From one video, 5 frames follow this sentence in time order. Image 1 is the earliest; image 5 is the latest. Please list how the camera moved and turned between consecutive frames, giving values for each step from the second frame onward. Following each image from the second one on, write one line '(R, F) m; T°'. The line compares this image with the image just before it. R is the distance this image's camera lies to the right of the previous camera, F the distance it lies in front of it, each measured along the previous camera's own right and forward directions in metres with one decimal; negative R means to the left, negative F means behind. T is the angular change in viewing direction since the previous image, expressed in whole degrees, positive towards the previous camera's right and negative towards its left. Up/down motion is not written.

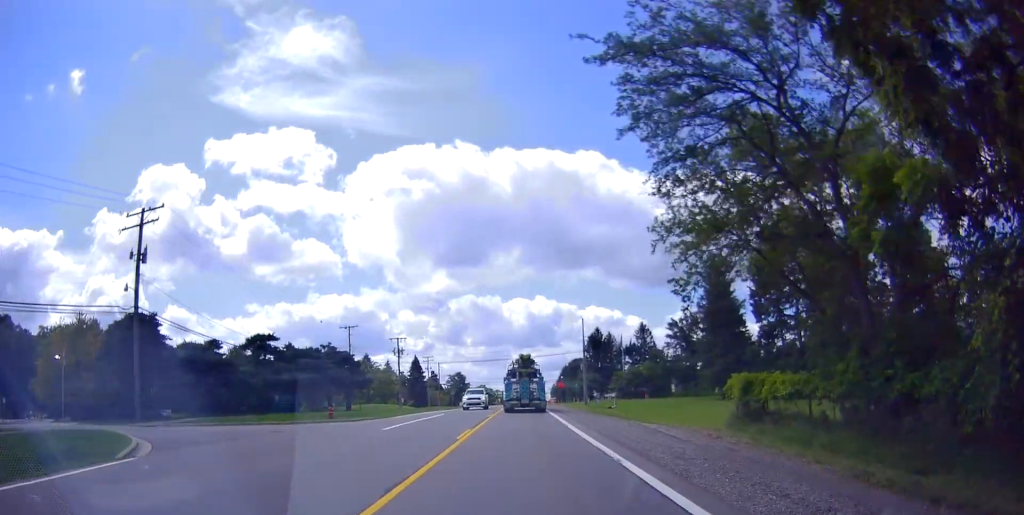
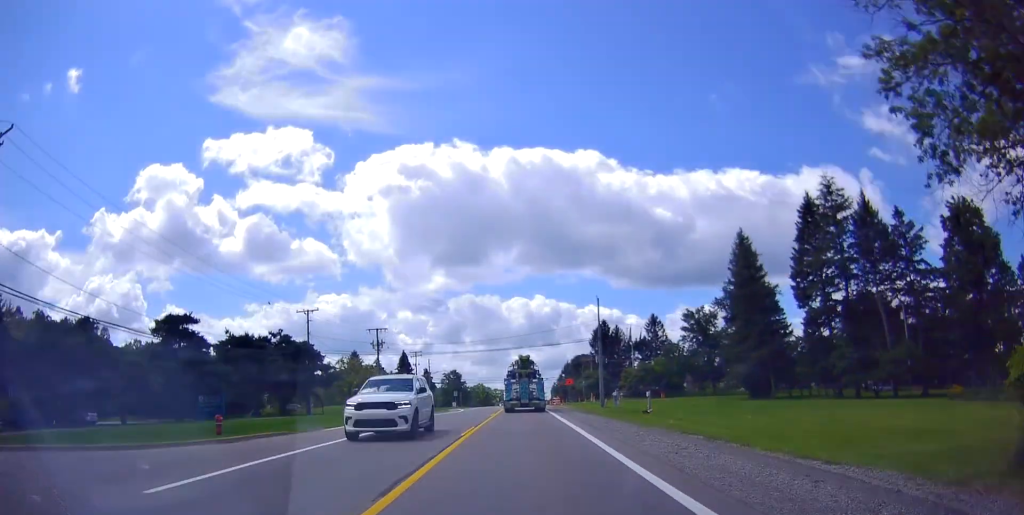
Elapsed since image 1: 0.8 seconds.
(+0.3, +13.9) m; -1°
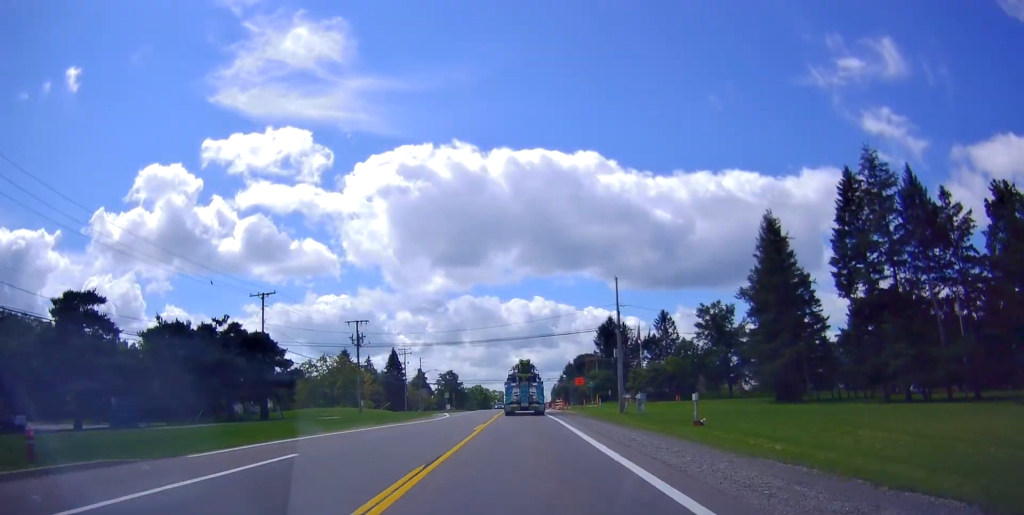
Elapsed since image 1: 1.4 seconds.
(-0.2, +10.4) m; -1°
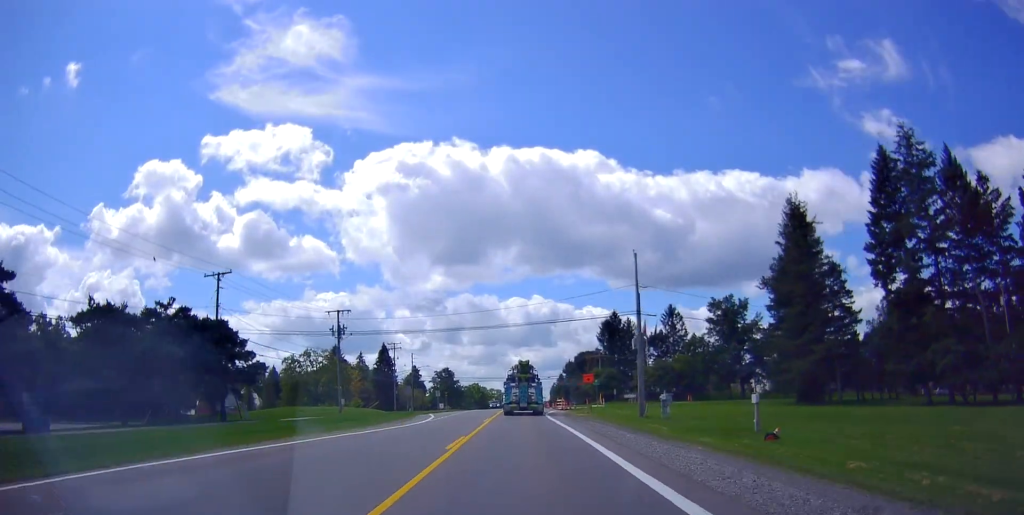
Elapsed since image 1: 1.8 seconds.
(-0.2, +7.5) m; -1°
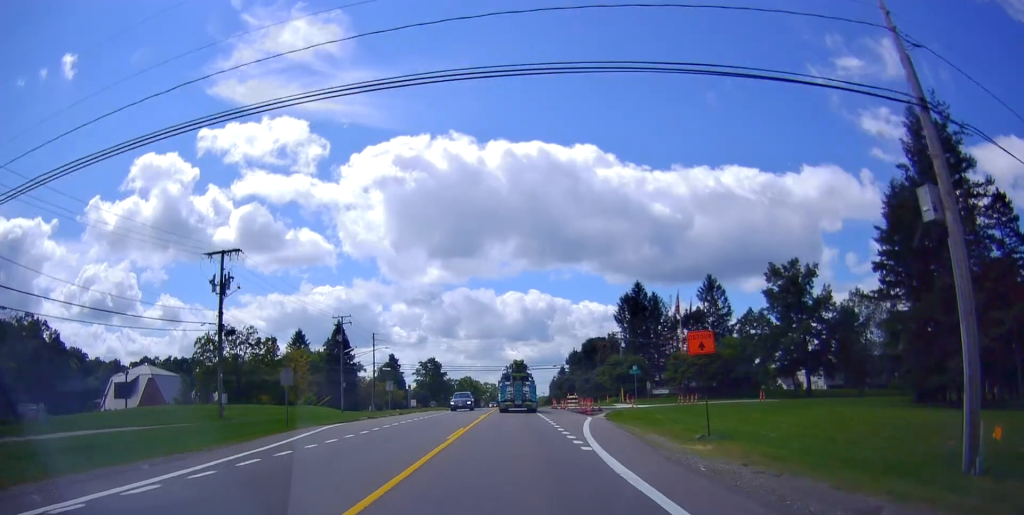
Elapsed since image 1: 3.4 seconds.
(0.0, +27.5) m; +2°
